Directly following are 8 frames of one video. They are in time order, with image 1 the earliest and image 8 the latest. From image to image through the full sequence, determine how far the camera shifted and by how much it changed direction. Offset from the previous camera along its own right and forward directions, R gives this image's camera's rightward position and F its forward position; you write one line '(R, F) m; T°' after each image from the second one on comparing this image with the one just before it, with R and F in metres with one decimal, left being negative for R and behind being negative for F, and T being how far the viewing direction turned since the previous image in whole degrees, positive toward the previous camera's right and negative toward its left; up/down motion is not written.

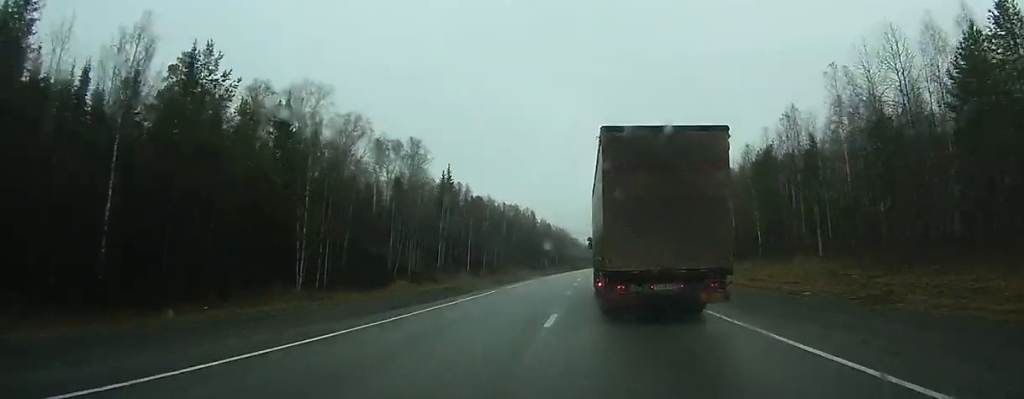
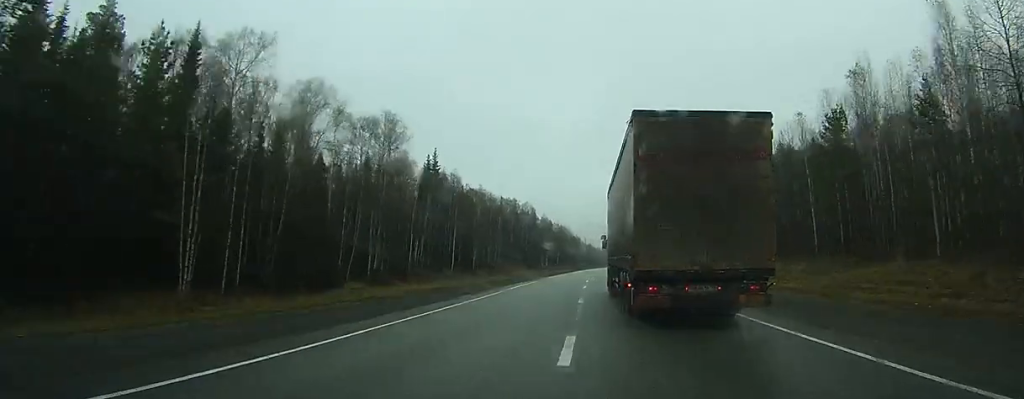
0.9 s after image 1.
(-0.1, +16.6) m; 0°
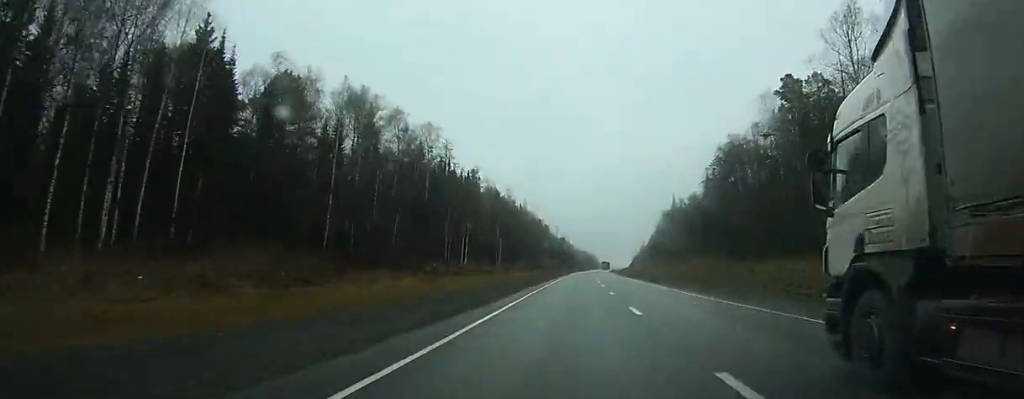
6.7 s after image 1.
(+3.4, +121.1) m; +3°
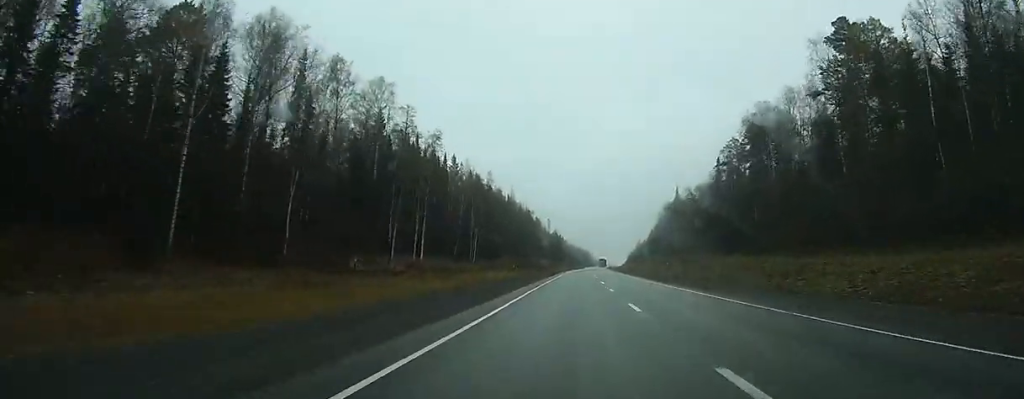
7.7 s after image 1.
(+0.5, +23.3) m; +1°
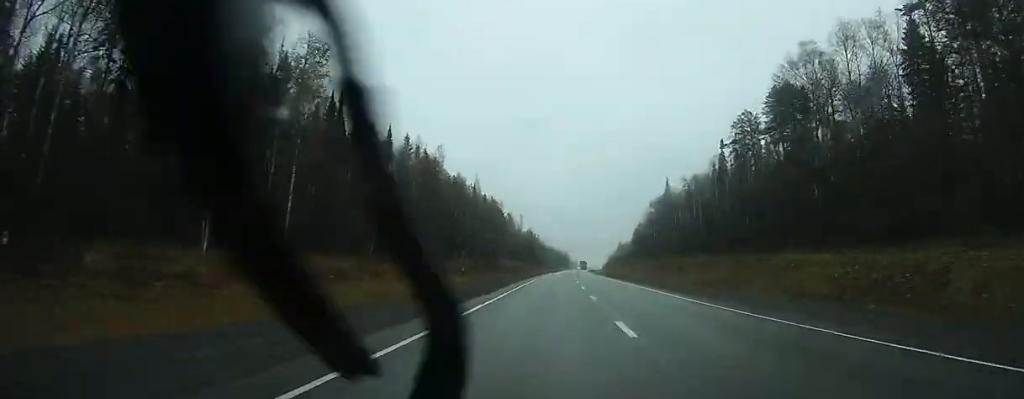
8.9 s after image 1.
(+0.3, +28.4) m; +1°
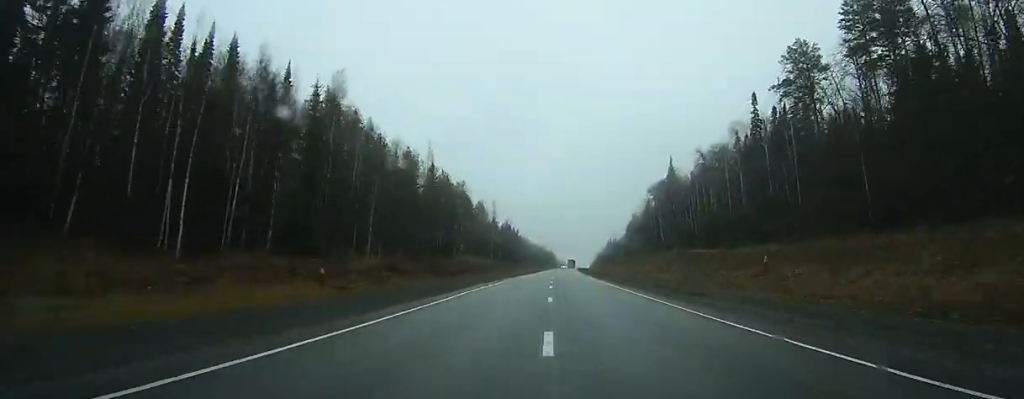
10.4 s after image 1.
(+0.5, +37.4) m; +1°
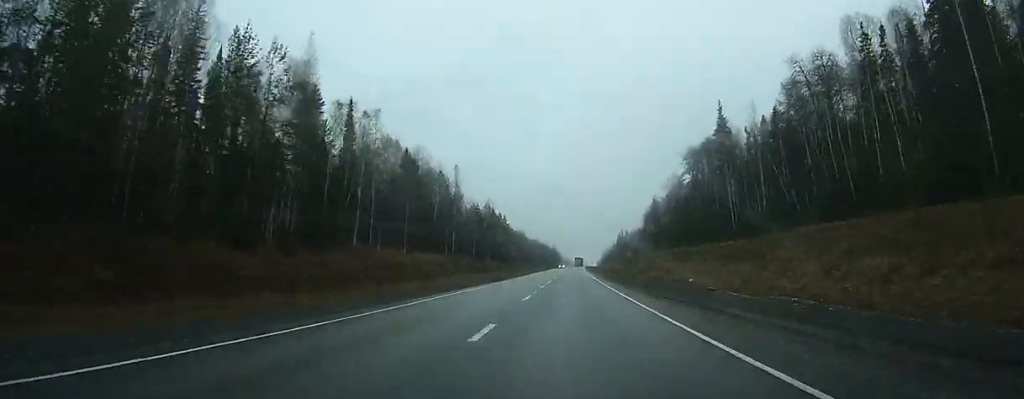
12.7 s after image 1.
(+1.0, +57.5) m; +5°
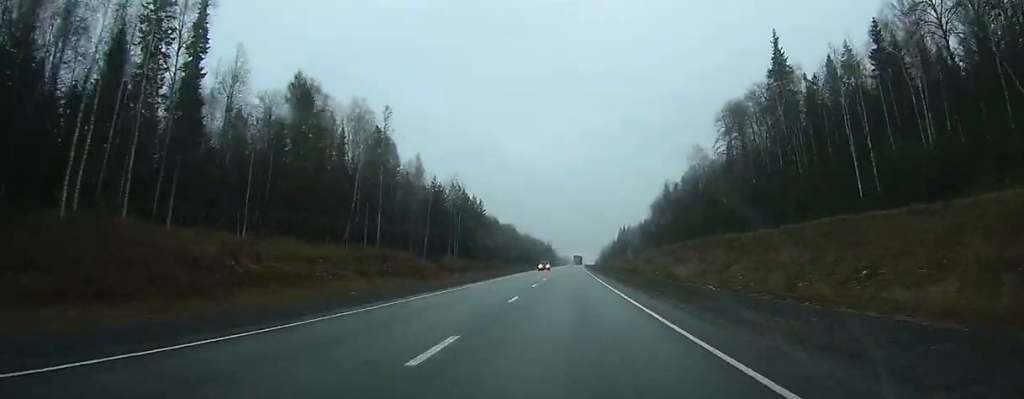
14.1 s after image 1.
(+3.6, +38.1) m; -3°
